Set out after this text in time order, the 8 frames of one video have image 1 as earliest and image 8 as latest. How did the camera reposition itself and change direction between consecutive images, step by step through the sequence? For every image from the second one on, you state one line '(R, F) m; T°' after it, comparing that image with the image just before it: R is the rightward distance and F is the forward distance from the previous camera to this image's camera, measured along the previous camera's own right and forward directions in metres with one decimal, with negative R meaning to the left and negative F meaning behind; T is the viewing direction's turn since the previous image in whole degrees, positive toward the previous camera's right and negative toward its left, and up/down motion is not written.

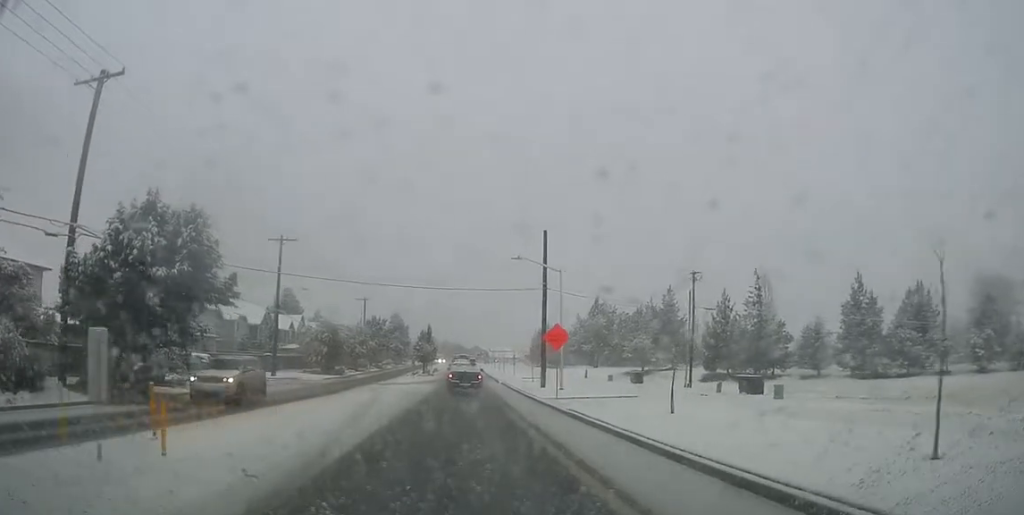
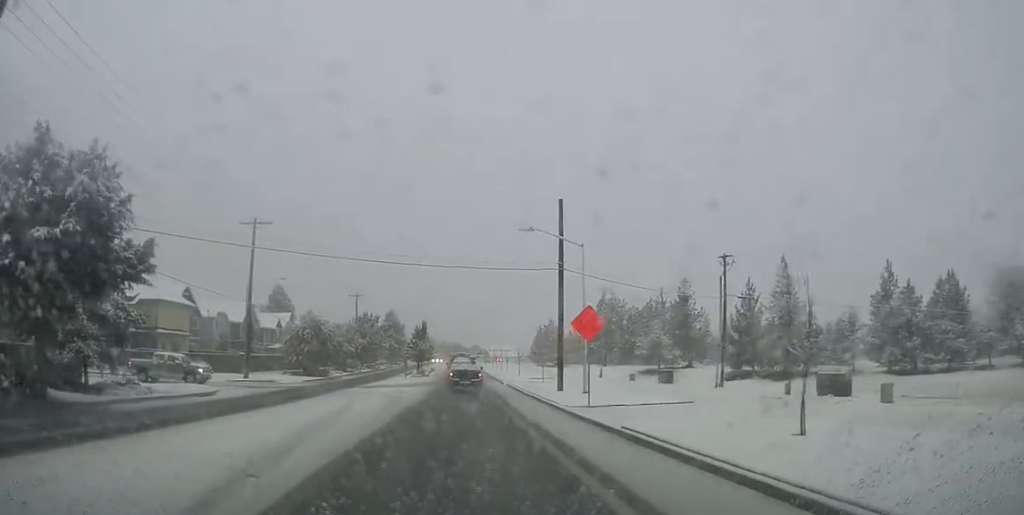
(+0.1, +7.8) m; -2°
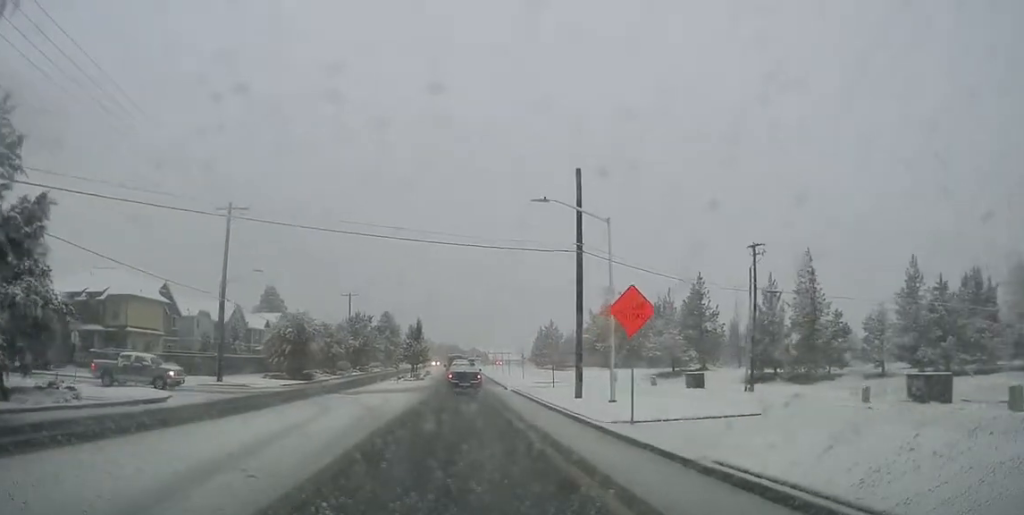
(-0.3, +5.8) m; 0°
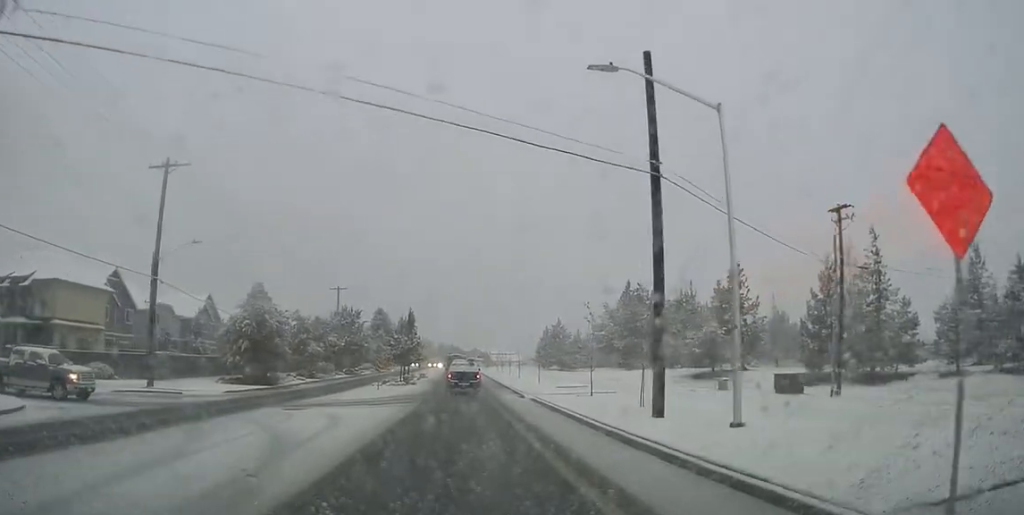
(0.0, +11.4) m; +1°
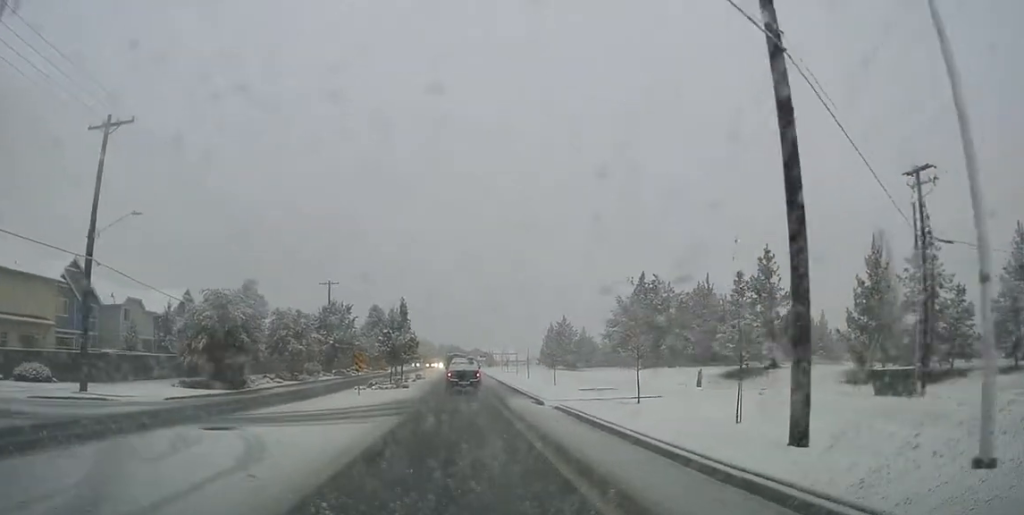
(+0.2, +7.5) m; +1°
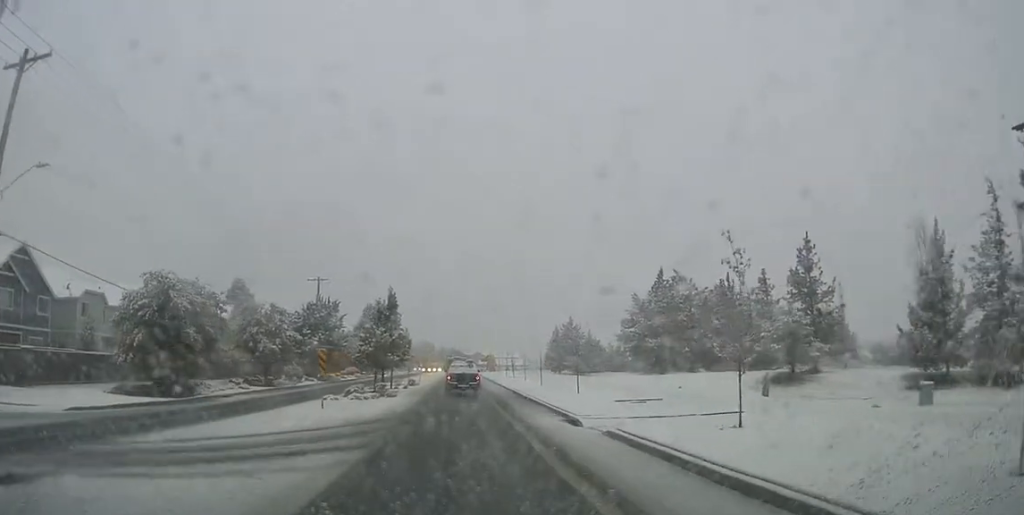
(0.0, +8.1) m; 0°
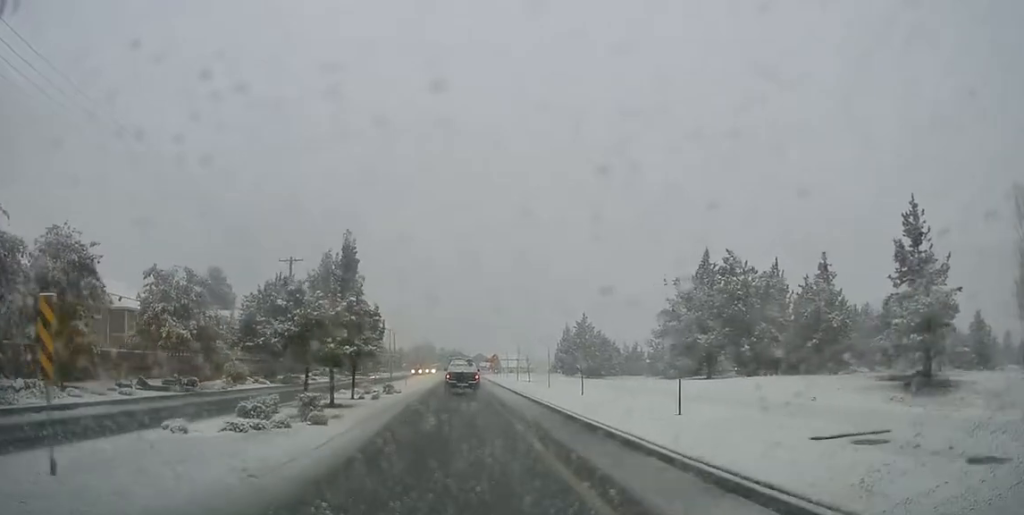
(0.0, +15.8) m; 0°
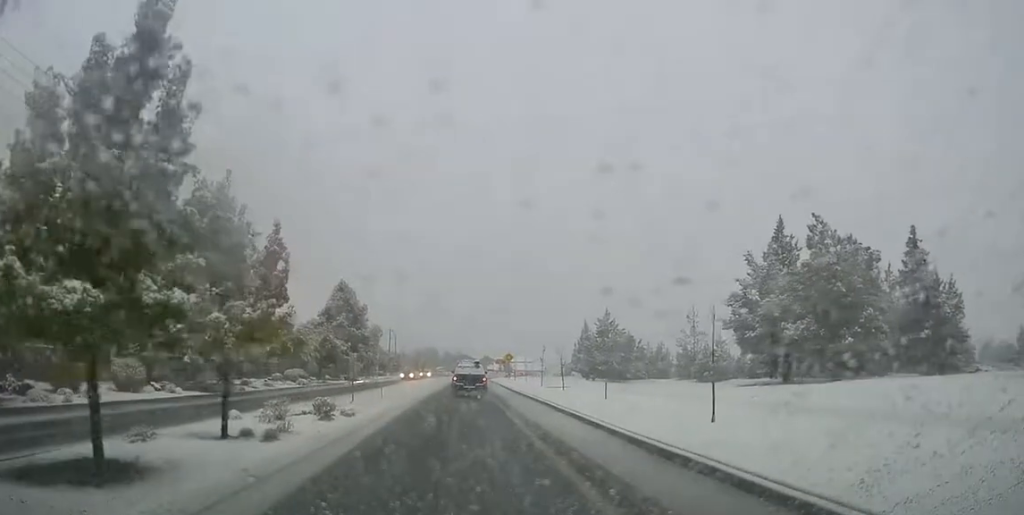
(0.0, +16.2) m; -1°
